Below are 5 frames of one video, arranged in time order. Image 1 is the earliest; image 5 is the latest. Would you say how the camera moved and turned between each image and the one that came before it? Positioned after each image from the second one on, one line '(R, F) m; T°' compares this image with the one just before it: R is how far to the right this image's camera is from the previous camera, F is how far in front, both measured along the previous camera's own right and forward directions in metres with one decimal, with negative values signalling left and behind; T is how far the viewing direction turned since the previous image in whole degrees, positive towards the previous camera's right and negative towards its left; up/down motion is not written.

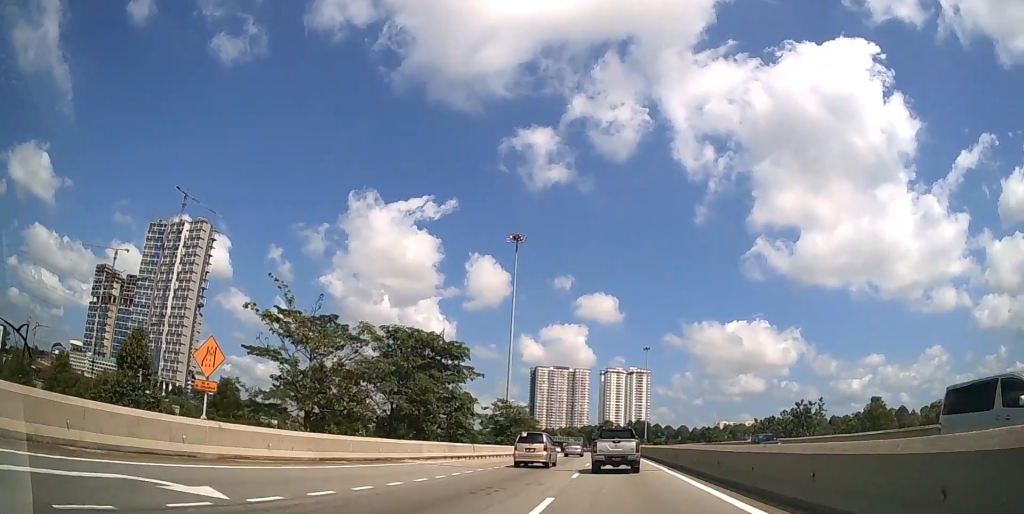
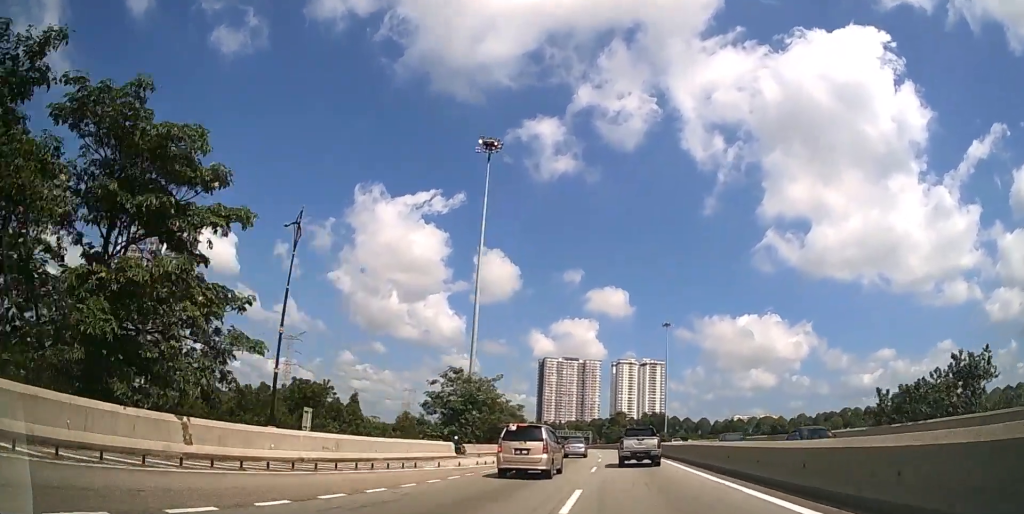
(-0.4, +31.2) m; -2°
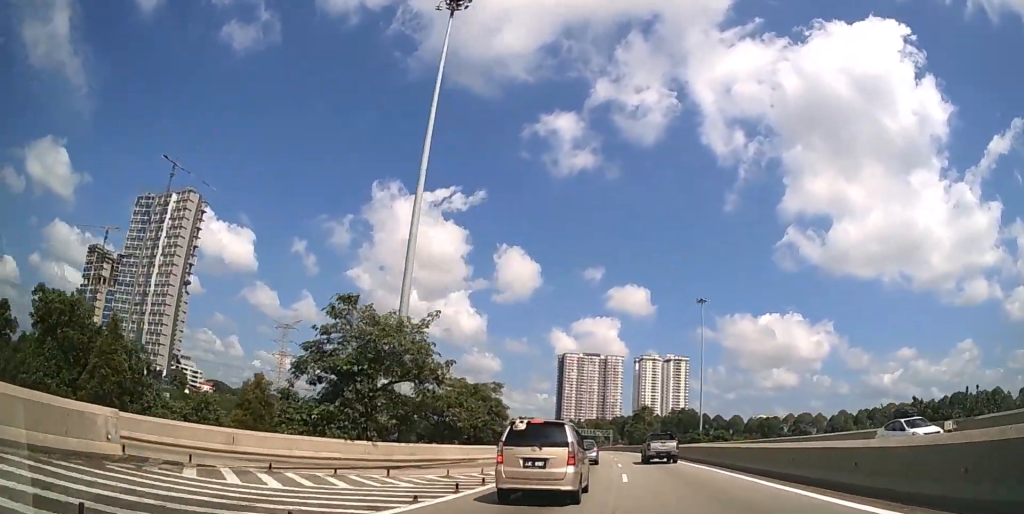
(-0.4, +26.0) m; -2°
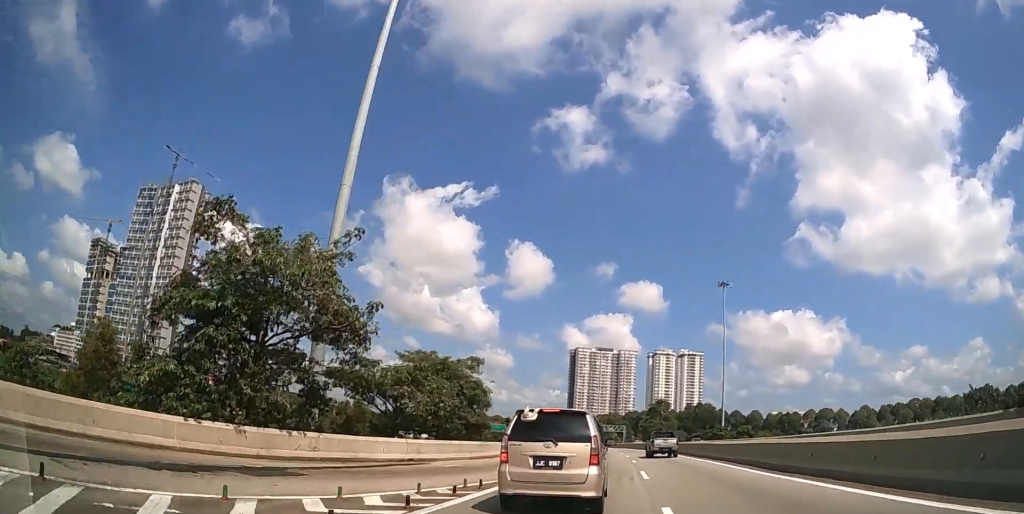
(-0.1, +10.8) m; -1°
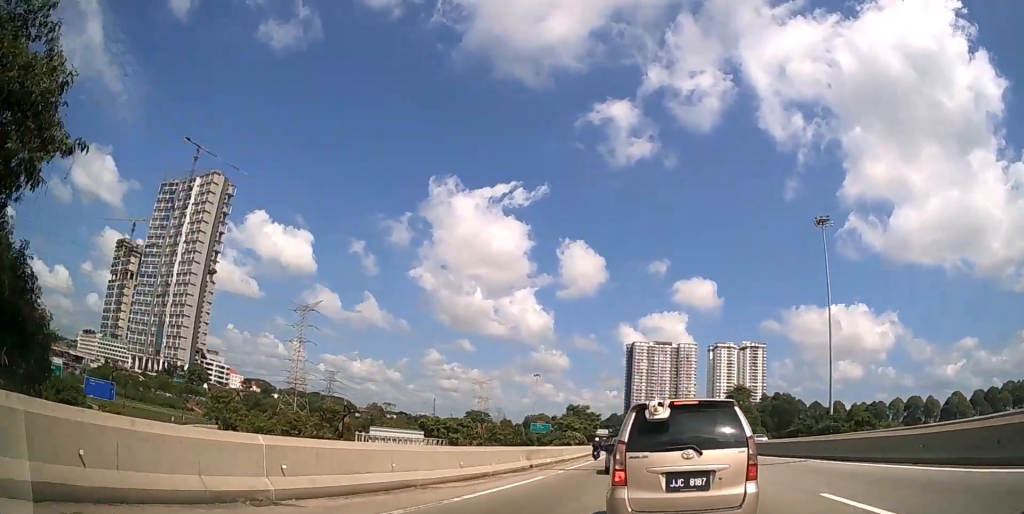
(-1.7, +33.0) m; -5°
